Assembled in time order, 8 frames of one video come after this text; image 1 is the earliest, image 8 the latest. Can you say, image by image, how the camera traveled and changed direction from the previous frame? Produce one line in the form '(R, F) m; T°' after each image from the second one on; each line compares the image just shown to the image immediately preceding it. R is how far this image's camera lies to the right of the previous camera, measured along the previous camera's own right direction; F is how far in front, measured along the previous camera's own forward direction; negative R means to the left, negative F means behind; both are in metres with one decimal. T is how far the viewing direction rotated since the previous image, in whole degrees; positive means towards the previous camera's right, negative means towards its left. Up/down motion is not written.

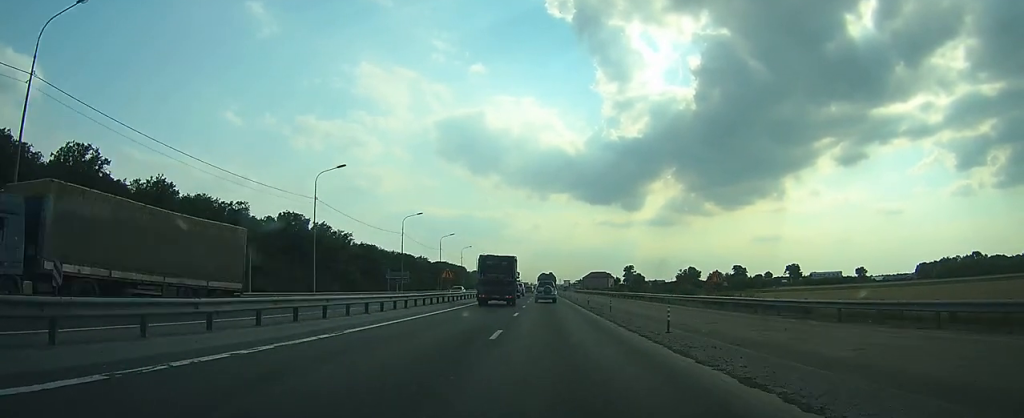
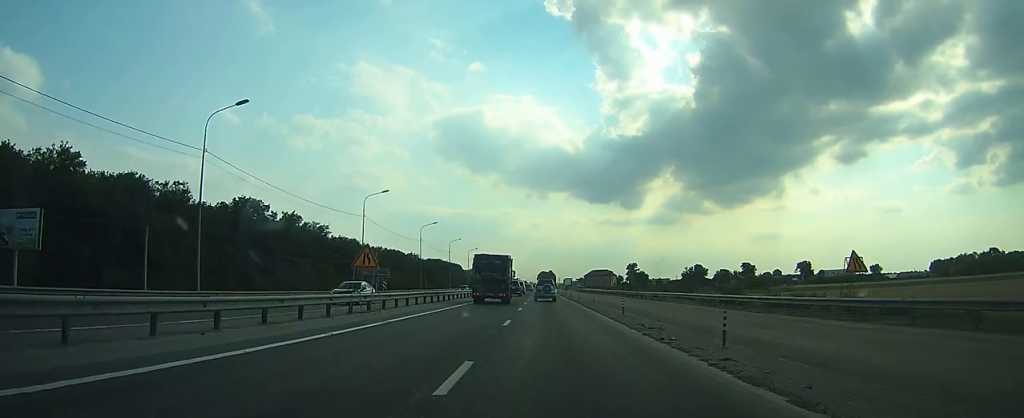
(0.0, +19.3) m; 0°
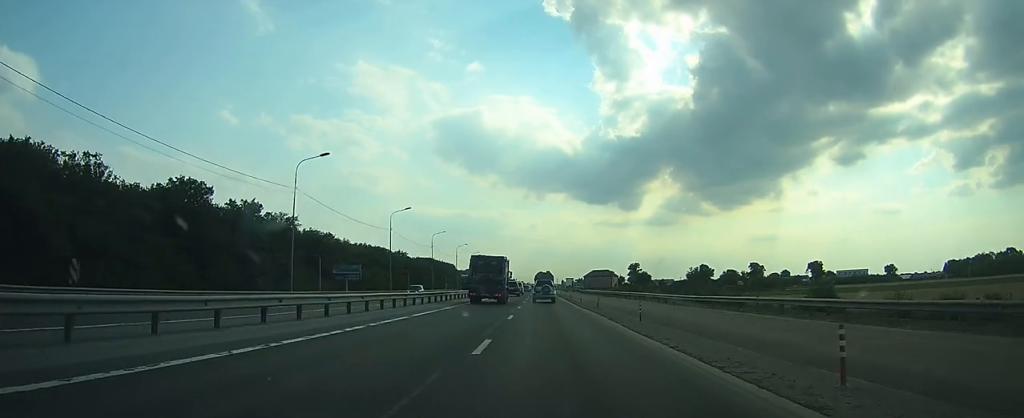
(0.0, +19.5) m; 0°
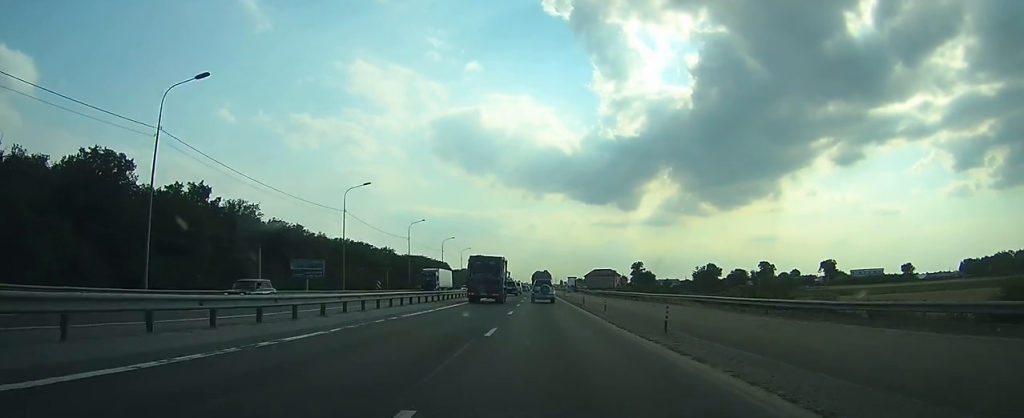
(+0.1, +19.7) m; 0°
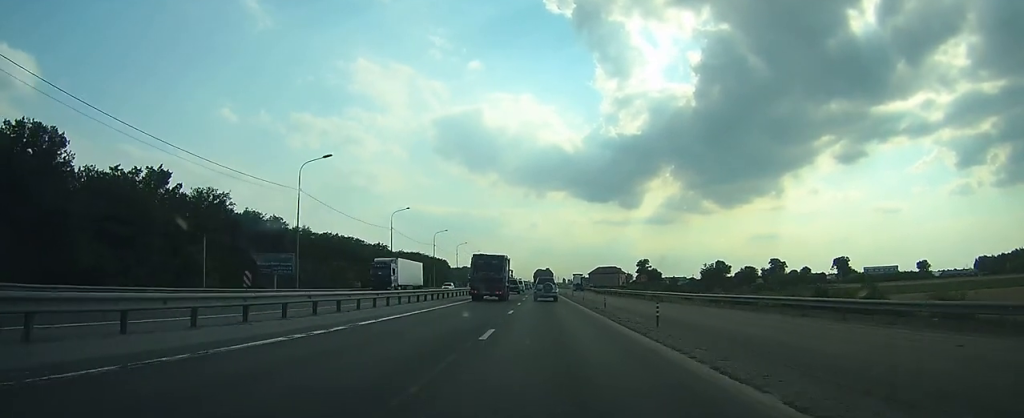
(0.0, +13.2) m; +1°
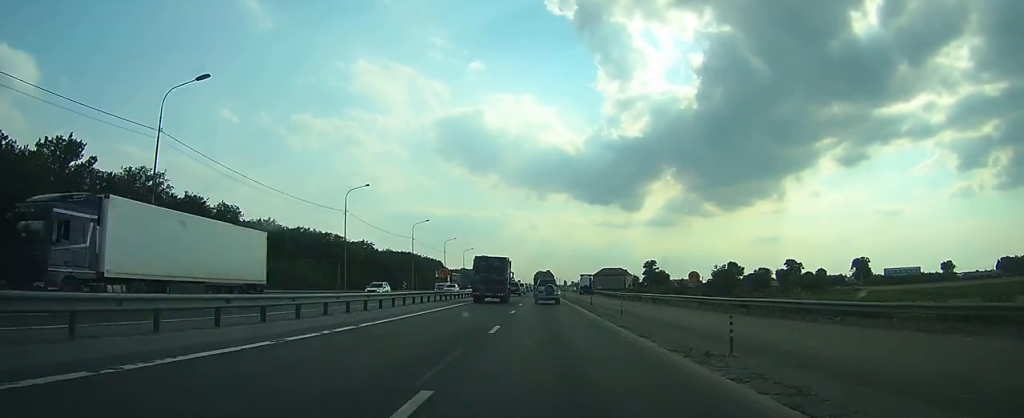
(+0.2, +21.2) m; 0°
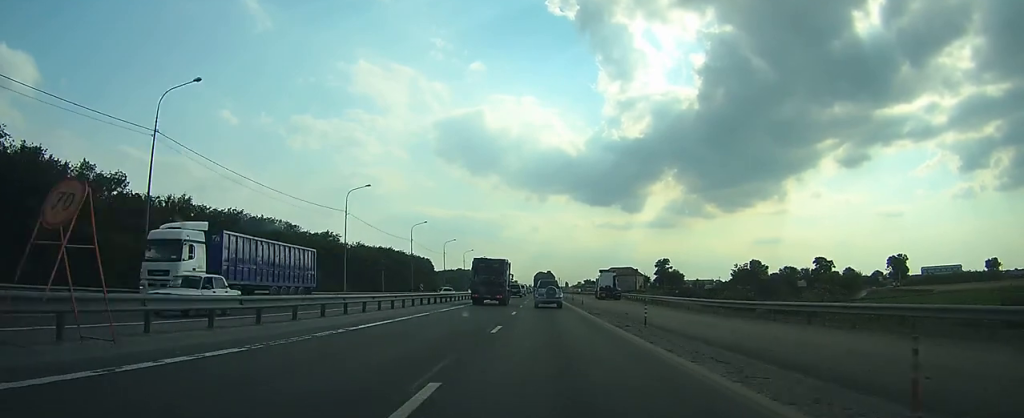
(-0.3, +34.8) m; -1°
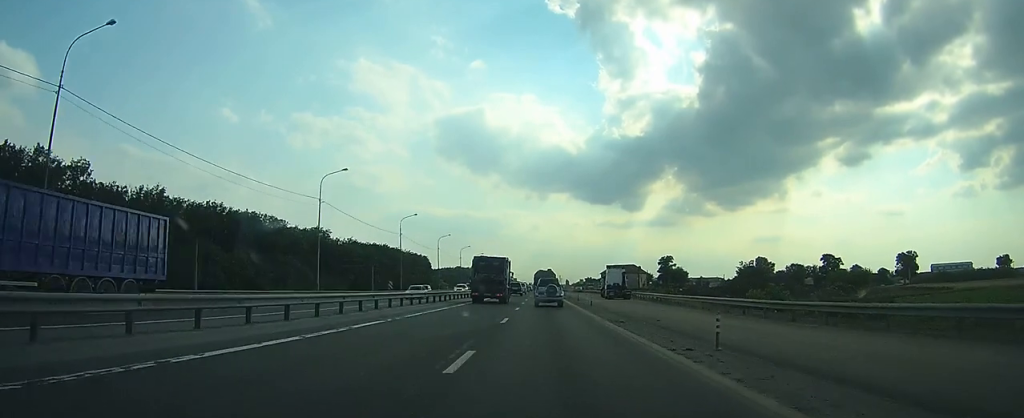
(0.0, +8.1) m; 0°
